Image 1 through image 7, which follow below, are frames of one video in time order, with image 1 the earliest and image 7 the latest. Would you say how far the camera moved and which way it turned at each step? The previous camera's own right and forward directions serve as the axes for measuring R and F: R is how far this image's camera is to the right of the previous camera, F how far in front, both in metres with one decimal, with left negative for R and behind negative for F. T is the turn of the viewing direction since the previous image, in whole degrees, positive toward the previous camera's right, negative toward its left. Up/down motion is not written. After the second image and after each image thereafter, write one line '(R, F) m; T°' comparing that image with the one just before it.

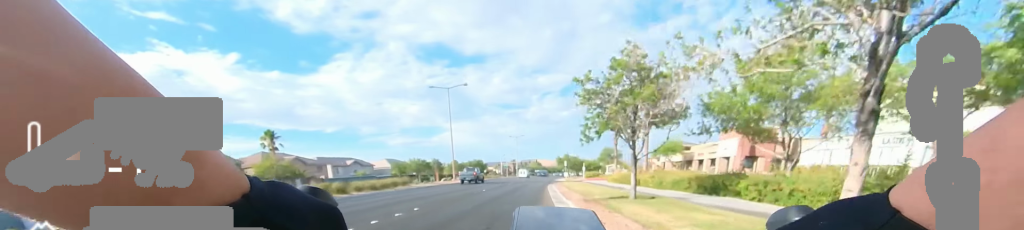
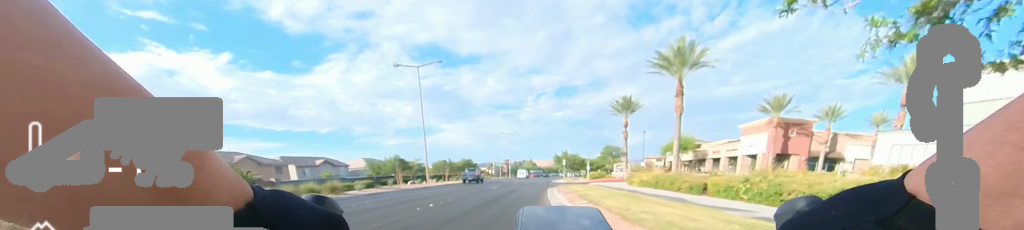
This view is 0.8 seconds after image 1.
(0.0, +8.8) m; -1°
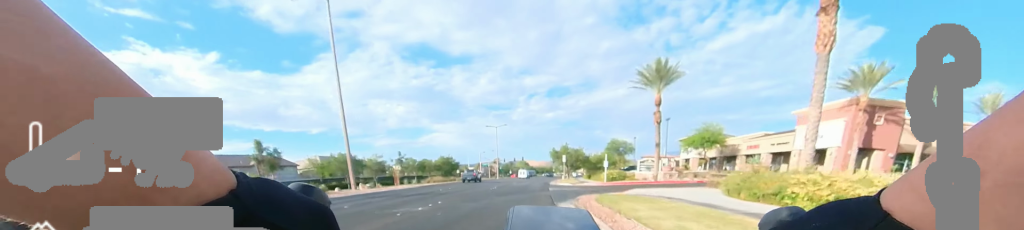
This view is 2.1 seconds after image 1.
(-0.3, +13.9) m; 0°
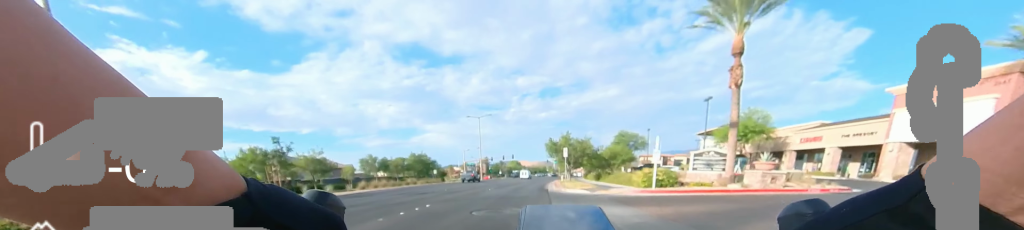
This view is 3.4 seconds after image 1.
(+0.4, +13.2) m; +2°
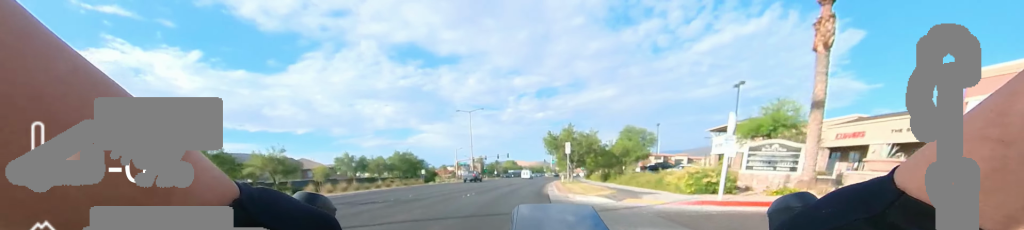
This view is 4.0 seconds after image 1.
(0.0, +5.8) m; +1°
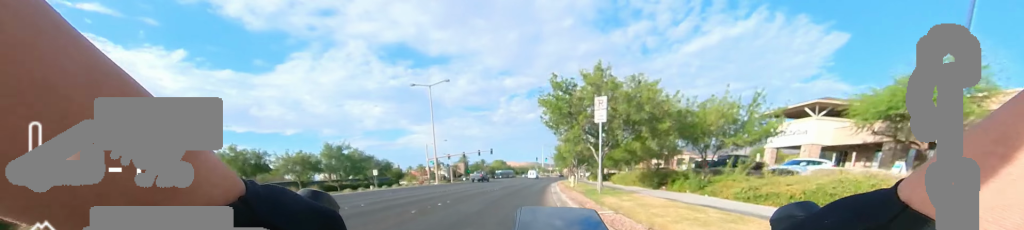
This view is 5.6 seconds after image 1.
(+1.3, +17.0) m; +4°
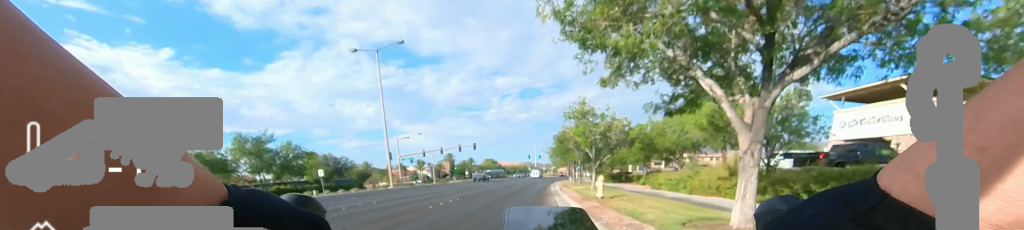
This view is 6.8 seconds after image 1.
(-0.7, +11.9) m; -1°
